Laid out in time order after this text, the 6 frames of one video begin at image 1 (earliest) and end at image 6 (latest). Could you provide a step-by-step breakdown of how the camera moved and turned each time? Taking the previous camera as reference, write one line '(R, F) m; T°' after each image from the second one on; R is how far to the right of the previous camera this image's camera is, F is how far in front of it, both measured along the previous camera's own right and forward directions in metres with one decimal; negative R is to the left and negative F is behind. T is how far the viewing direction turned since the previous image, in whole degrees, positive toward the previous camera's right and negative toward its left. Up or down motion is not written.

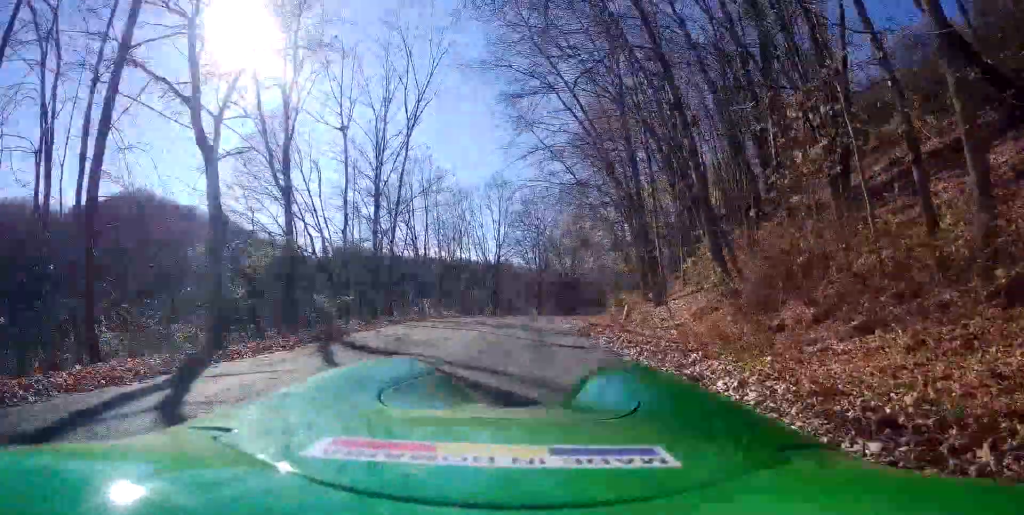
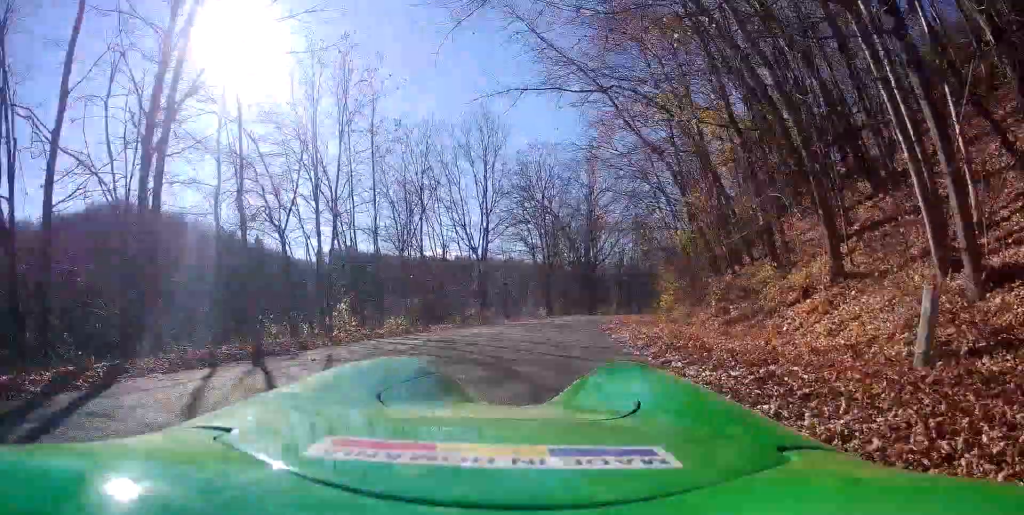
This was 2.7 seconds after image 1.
(-1.0, +21.7) m; -1°
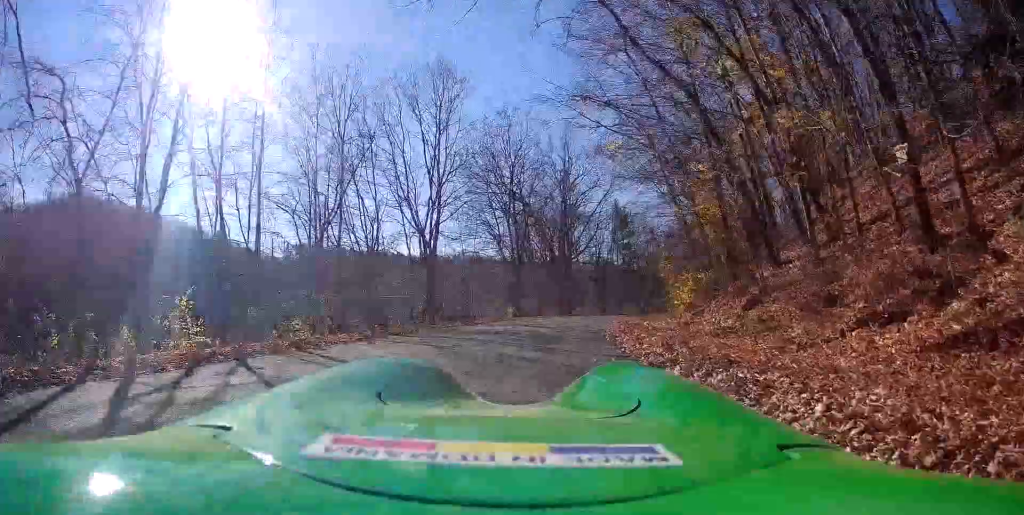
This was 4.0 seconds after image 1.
(+0.1, +10.6) m; +6°
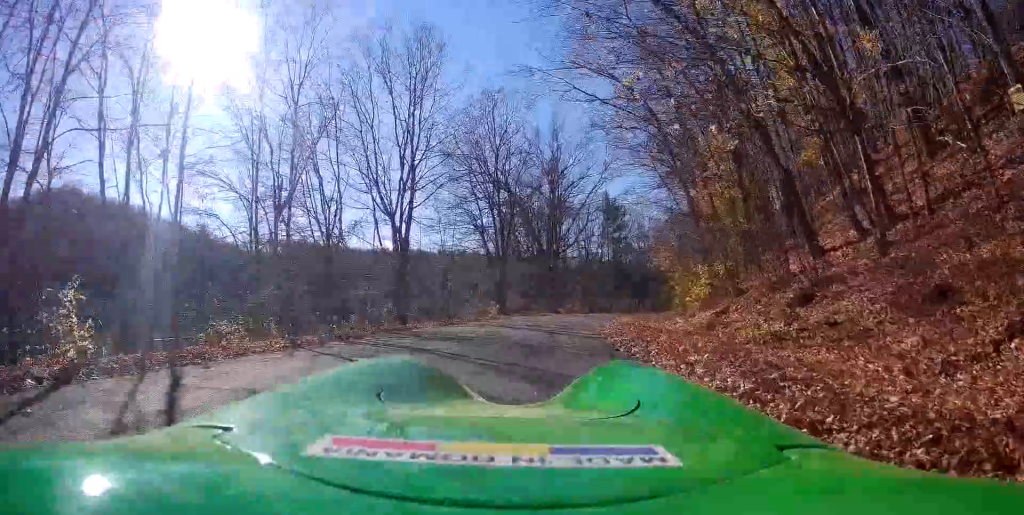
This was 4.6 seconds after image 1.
(-0.3, +4.4) m; +7°
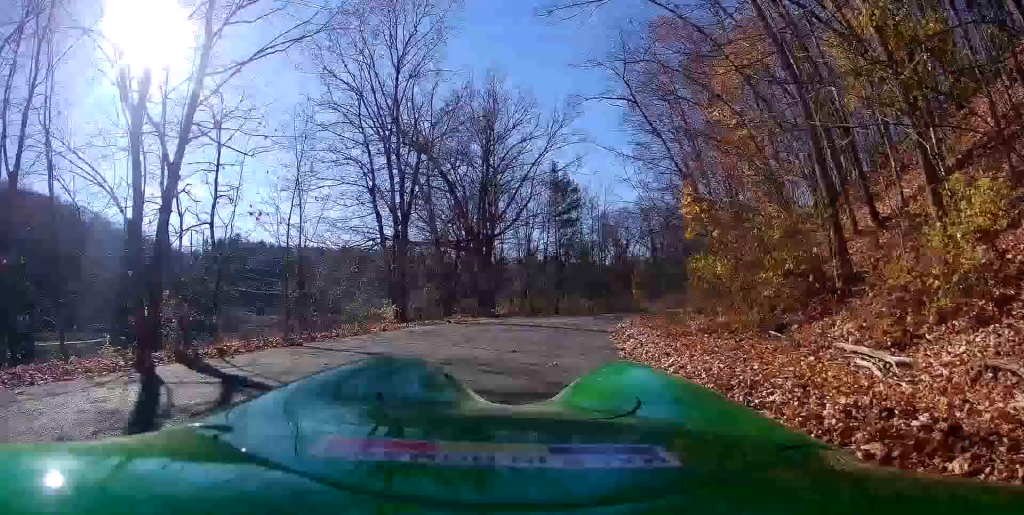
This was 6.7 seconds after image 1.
(+3.0, +14.8) m; +12°
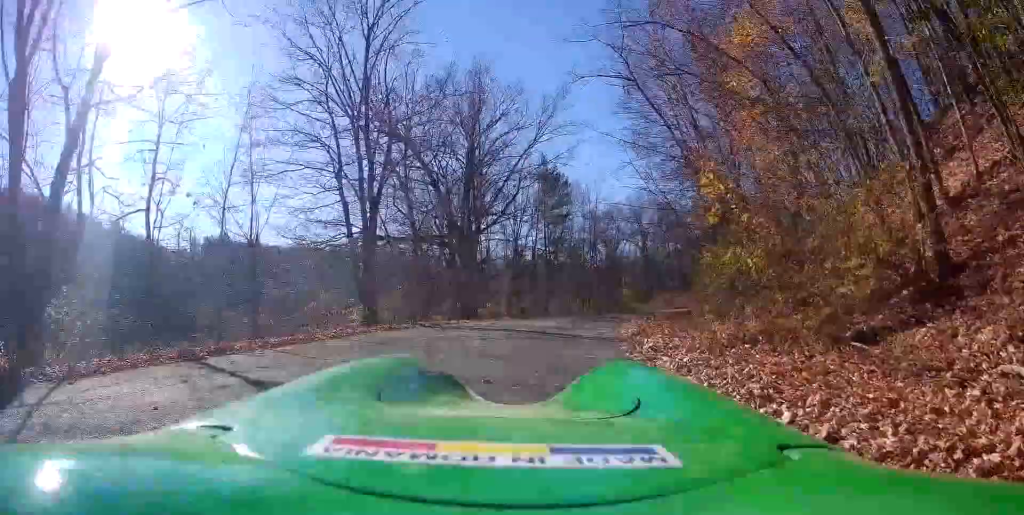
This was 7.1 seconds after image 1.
(0.0, +2.8) m; +2°
